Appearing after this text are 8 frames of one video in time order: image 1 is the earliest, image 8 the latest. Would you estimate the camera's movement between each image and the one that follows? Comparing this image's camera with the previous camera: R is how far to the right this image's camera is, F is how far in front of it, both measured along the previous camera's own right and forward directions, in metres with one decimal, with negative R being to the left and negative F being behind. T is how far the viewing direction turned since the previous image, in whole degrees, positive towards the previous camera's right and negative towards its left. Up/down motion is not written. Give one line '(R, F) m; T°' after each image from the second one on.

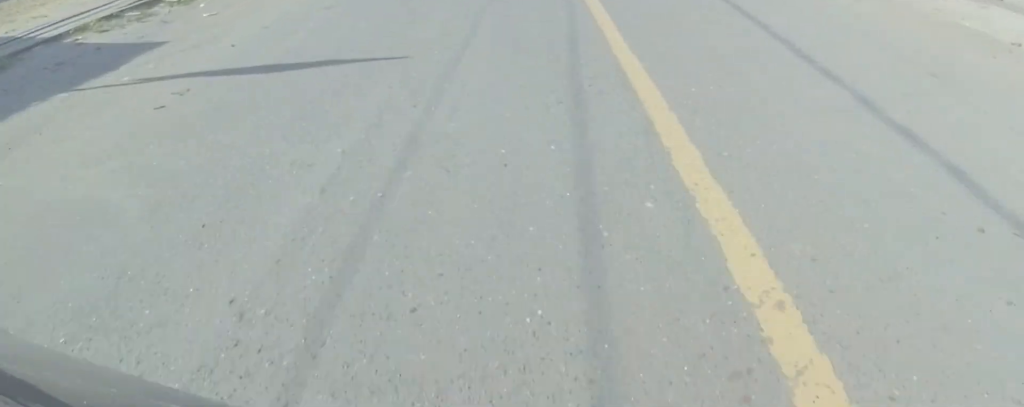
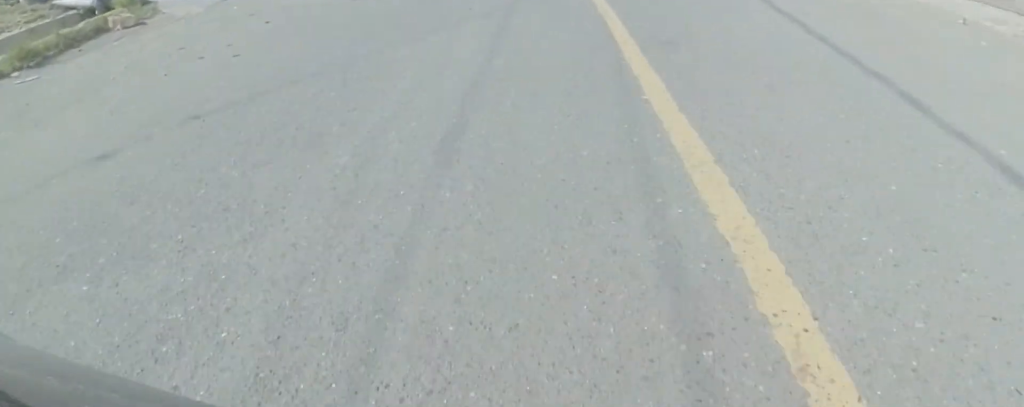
(0.0, +3.8) m; 0°
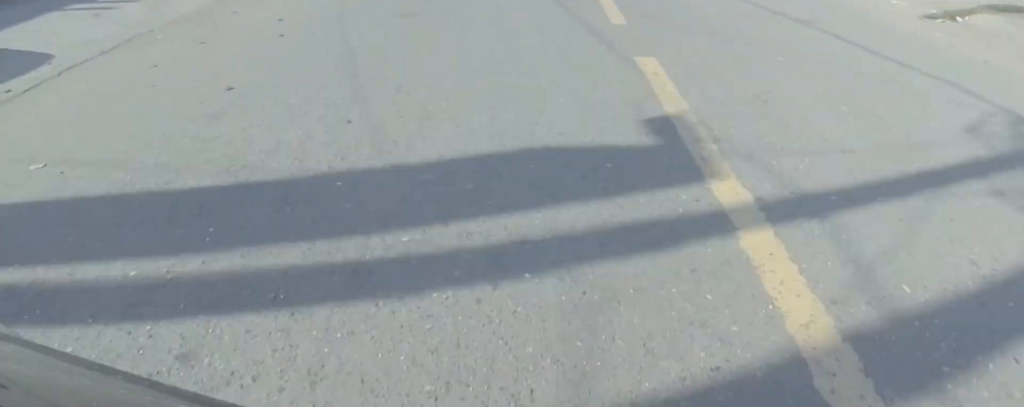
(0.0, +7.1) m; 0°
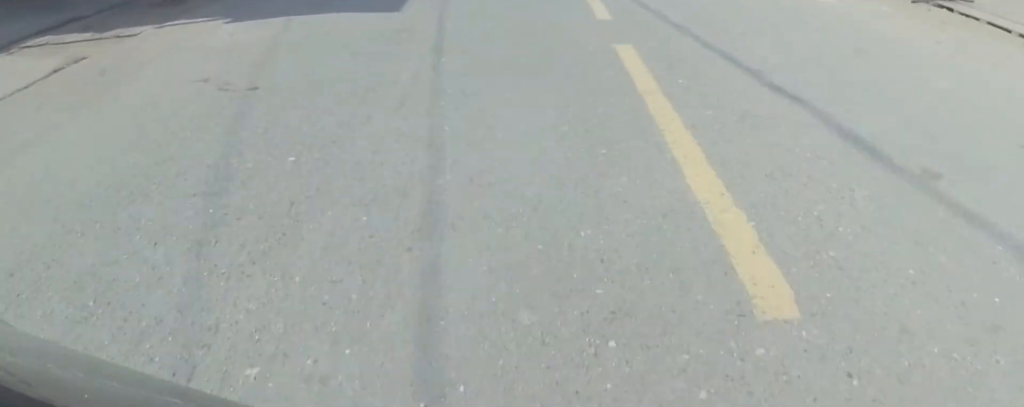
(0.0, +7.5) m; 0°
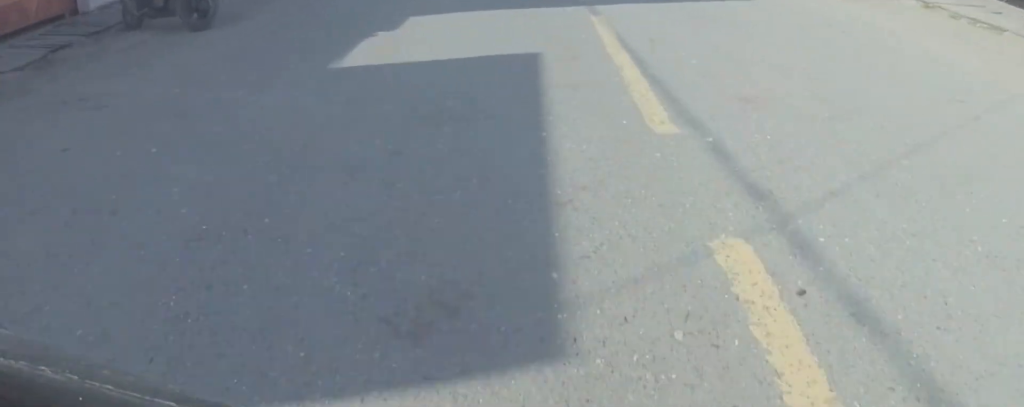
(0.0, +6.6) m; 0°
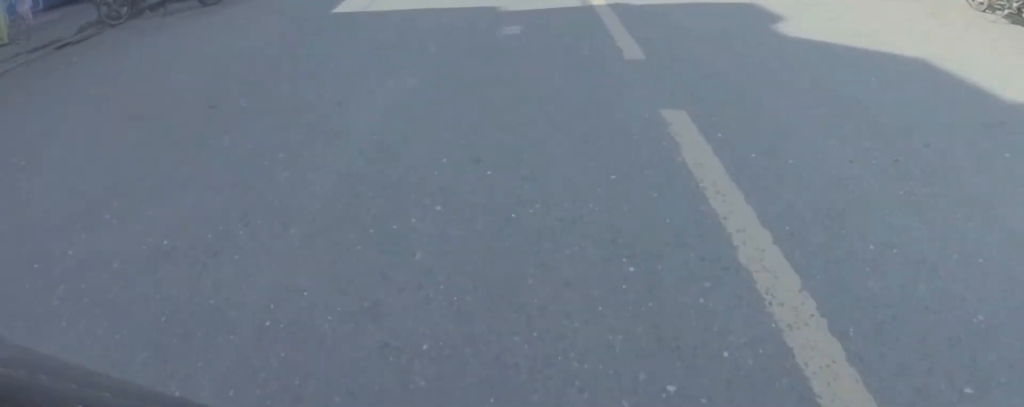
(0.0, +6.9) m; +1°
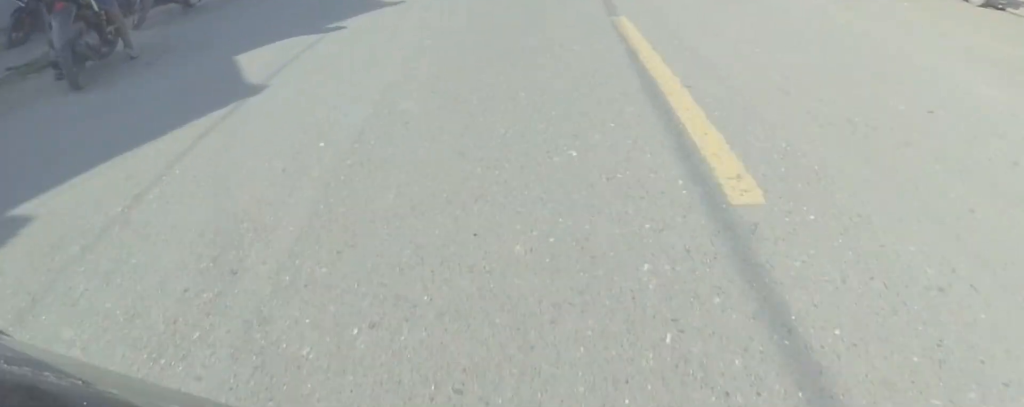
(+0.1, +6.0) m; +4°
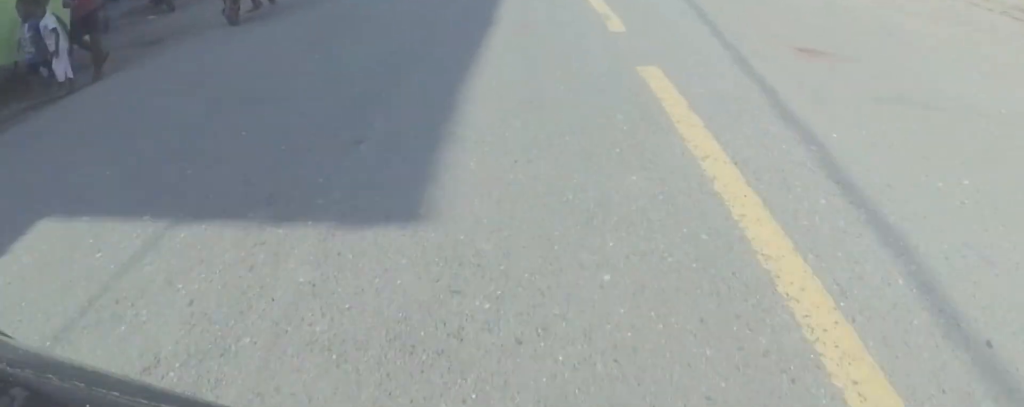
(+0.6, +9.1) m; -4°
